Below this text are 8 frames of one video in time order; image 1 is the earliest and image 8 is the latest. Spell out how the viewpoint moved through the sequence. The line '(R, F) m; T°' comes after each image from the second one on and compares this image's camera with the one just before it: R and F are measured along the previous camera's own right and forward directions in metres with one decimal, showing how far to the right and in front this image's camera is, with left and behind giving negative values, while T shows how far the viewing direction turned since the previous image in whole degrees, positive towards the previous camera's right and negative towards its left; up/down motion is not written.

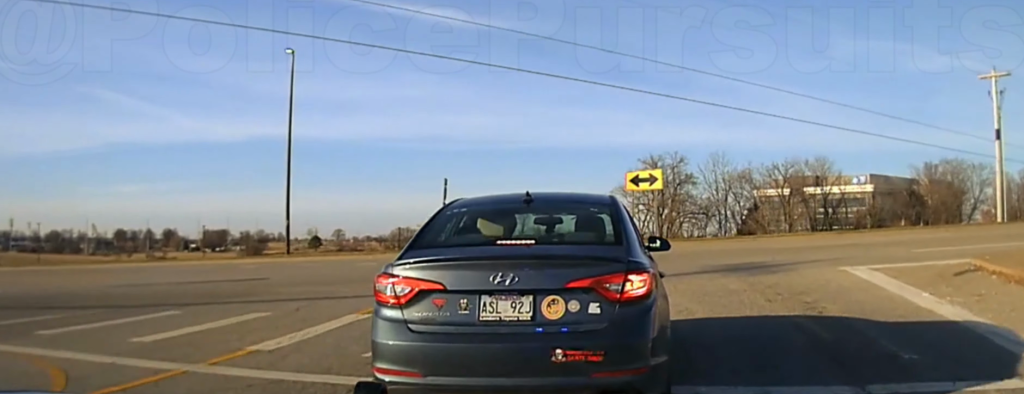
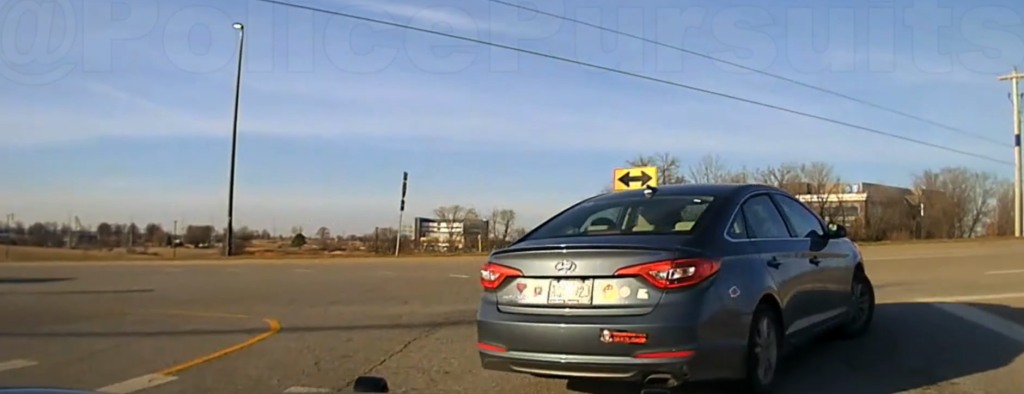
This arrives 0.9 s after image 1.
(-0.2, +9.3) m; +3°
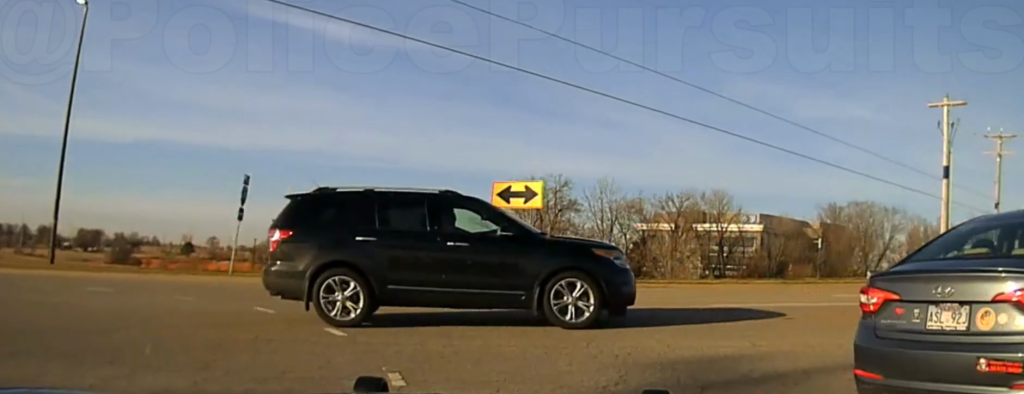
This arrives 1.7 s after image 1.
(+0.5, +6.5) m; +11°
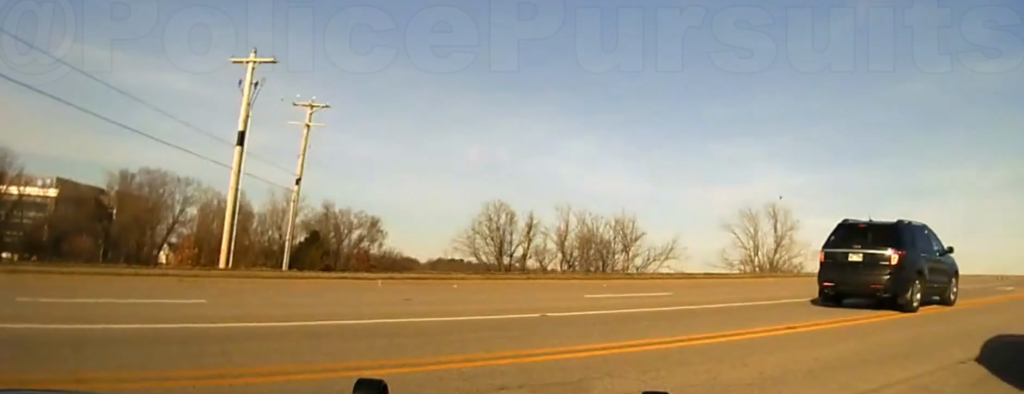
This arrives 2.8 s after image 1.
(+1.1, +7.4) m; +34°
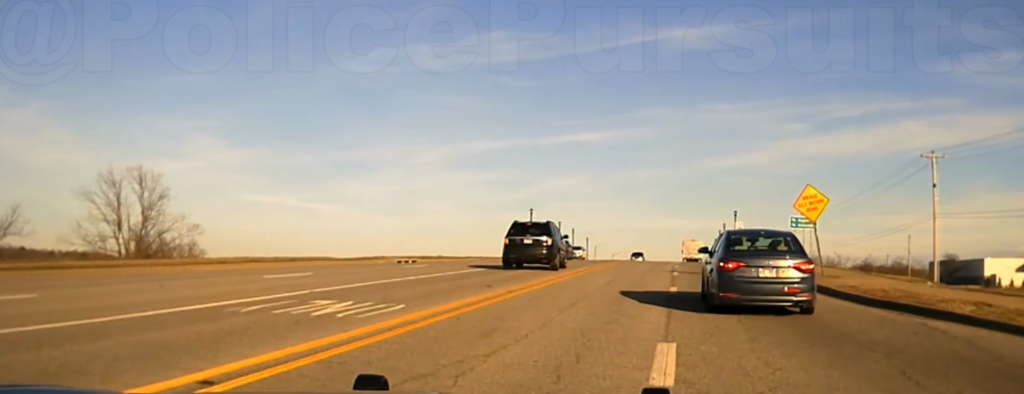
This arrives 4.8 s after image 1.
(+7.8, +11.3) m; +44°
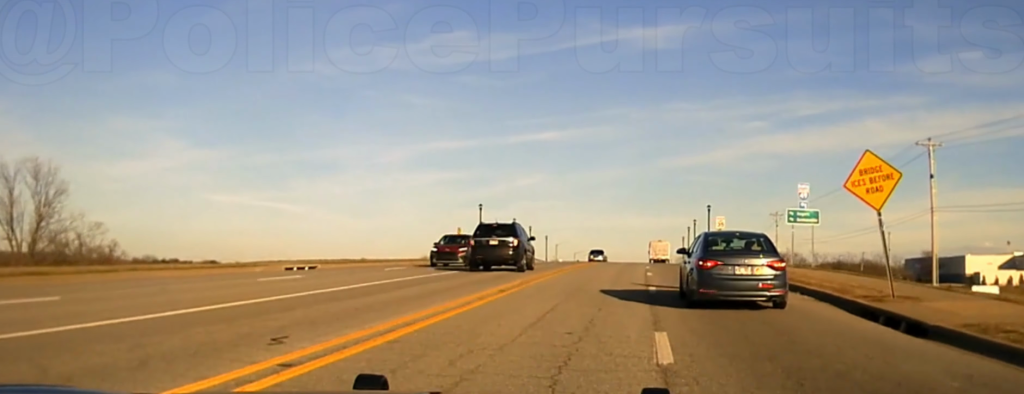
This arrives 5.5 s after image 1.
(0.0, +7.0) m; +2°
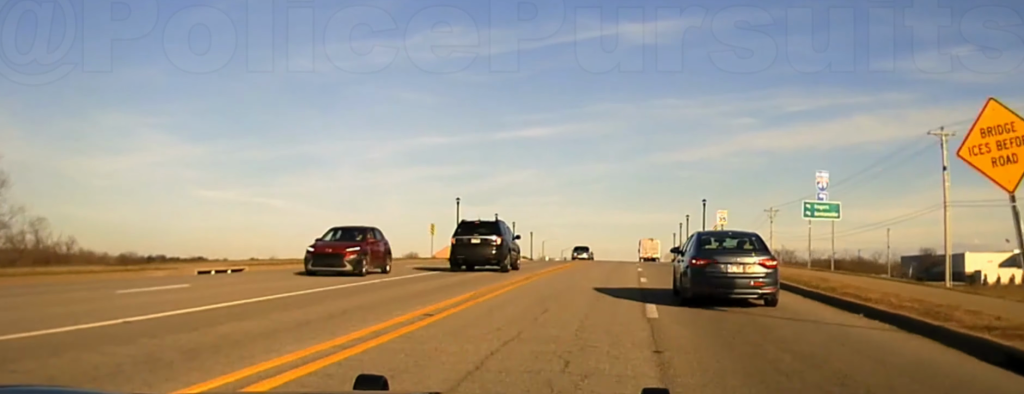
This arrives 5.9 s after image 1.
(0.0, +4.3) m; +1°
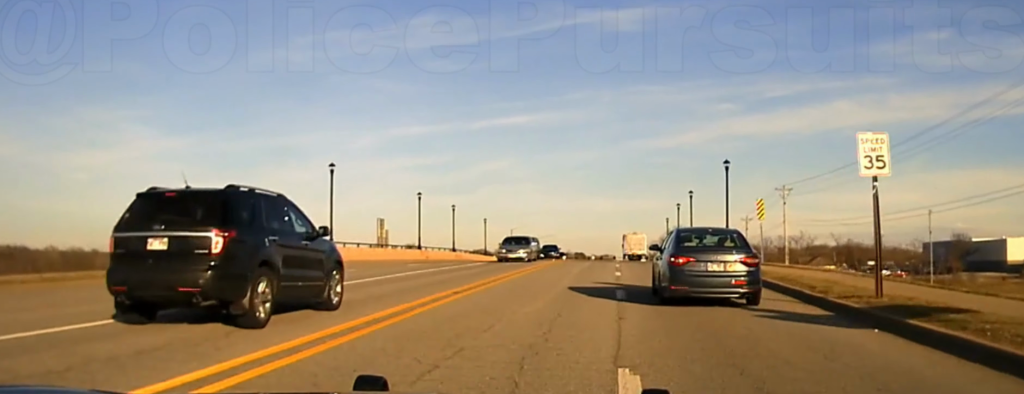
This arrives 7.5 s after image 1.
(+1.0, +28.4) m; +2°
